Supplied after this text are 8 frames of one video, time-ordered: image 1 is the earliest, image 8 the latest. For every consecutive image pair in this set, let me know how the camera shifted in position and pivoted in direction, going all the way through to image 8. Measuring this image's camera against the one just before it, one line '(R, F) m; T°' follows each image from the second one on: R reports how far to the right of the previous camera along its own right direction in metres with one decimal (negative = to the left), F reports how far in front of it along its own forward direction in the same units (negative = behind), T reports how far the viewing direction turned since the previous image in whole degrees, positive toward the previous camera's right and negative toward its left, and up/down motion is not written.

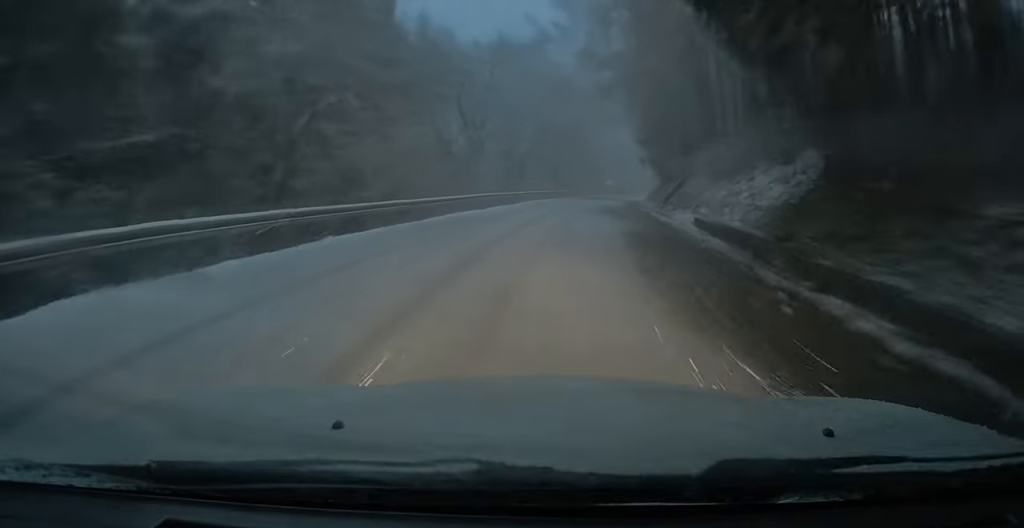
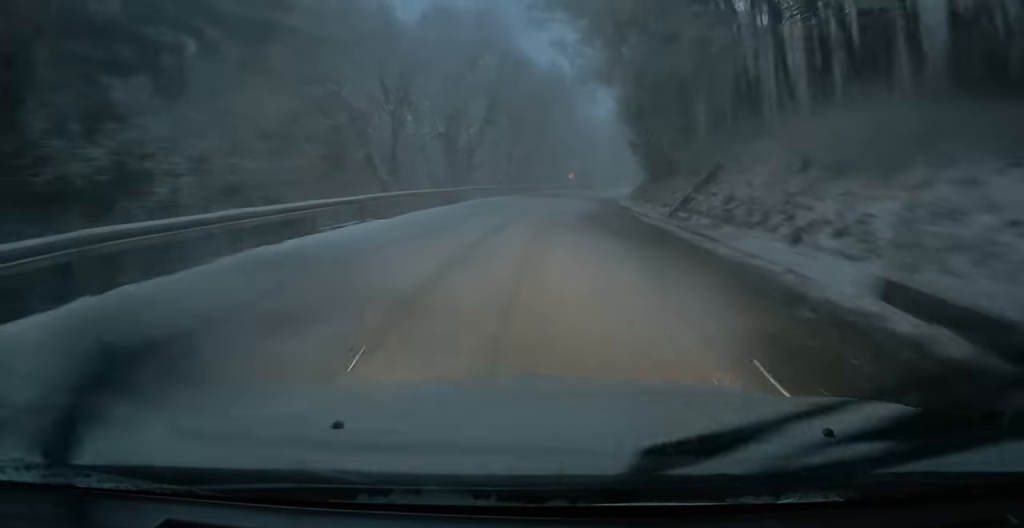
(+0.2, +12.3) m; +2°
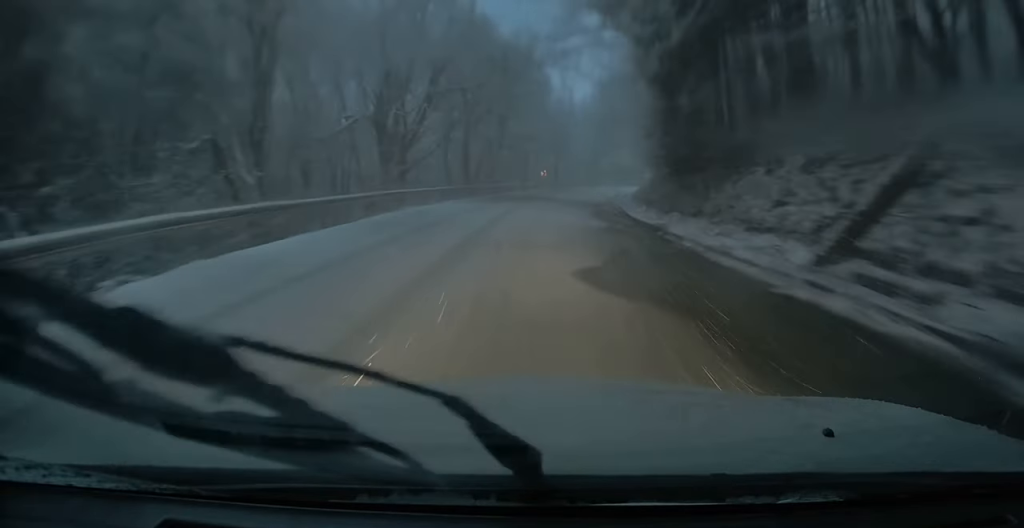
(+0.1, +12.8) m; +2°
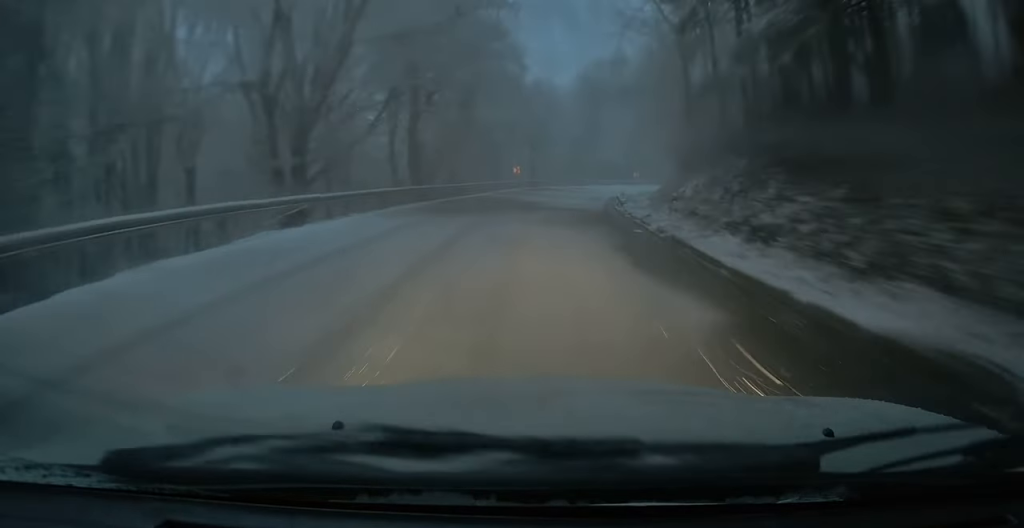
(+0.3, +11.7) m; +4°
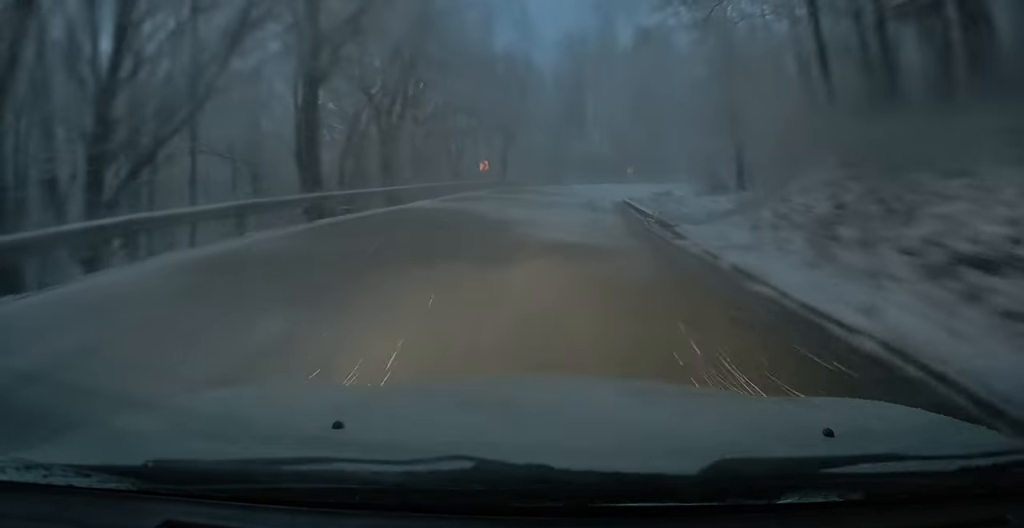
(+0.6, +12.6) m; +4°
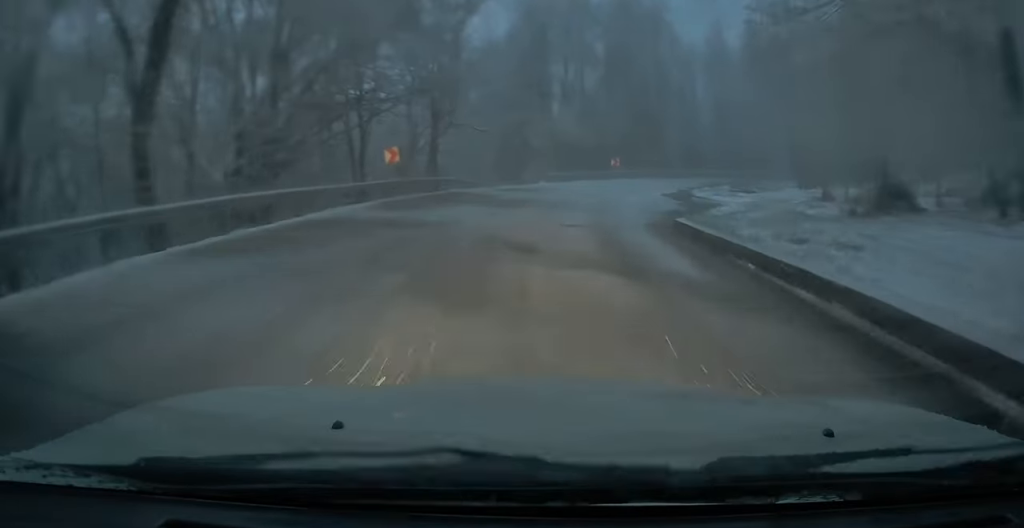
(+0.4, +16.8) m; +3°
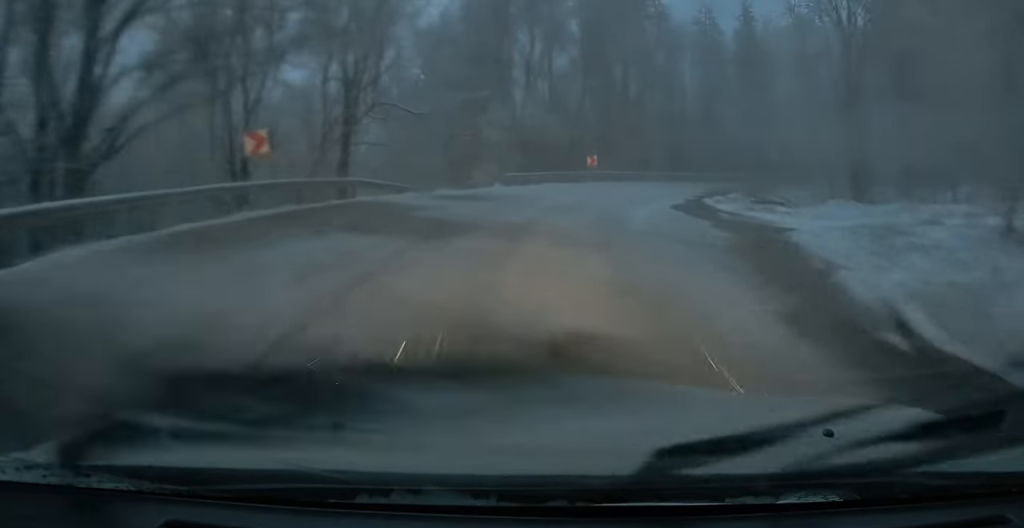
(+0.3, +8.4) m; +4°
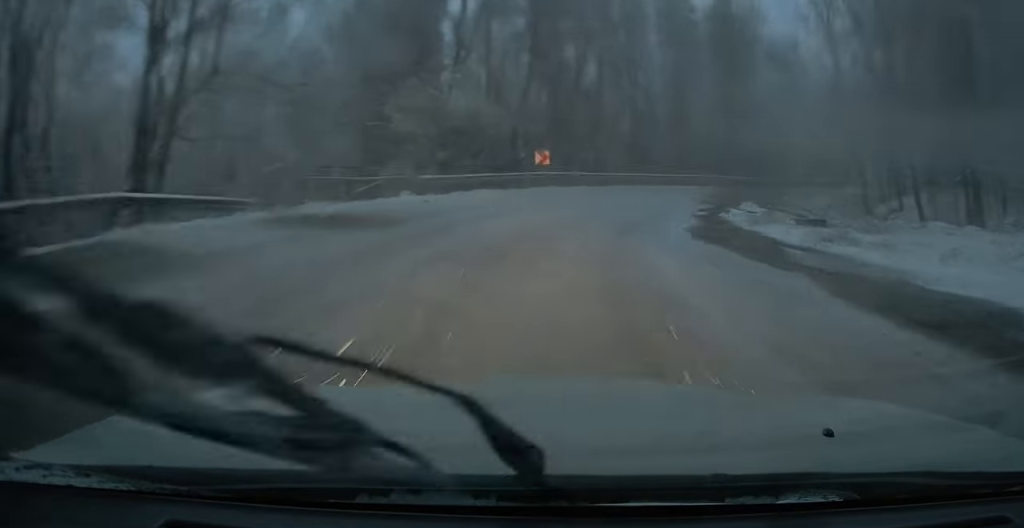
(+0.4, +8.1) m; +9°
